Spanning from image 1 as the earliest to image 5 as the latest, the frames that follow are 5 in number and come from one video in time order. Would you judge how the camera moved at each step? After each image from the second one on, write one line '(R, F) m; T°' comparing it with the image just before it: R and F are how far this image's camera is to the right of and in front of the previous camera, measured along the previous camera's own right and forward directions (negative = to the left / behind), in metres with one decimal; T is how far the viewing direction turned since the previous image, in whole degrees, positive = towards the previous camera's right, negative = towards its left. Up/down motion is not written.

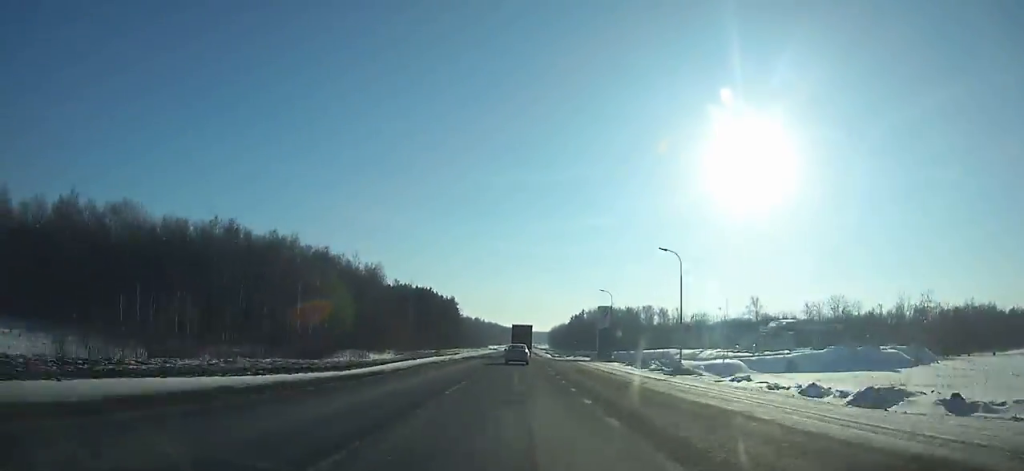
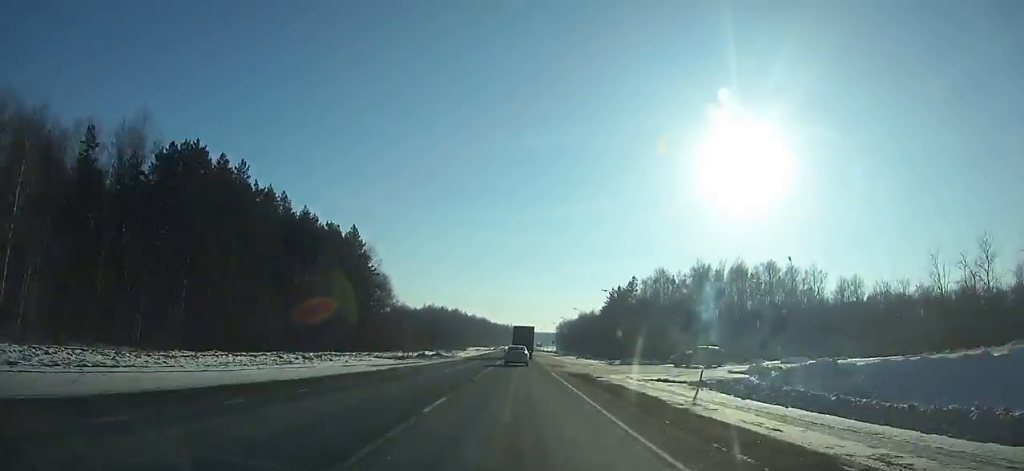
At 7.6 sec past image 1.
(+0.7, +158.2) m; +1°
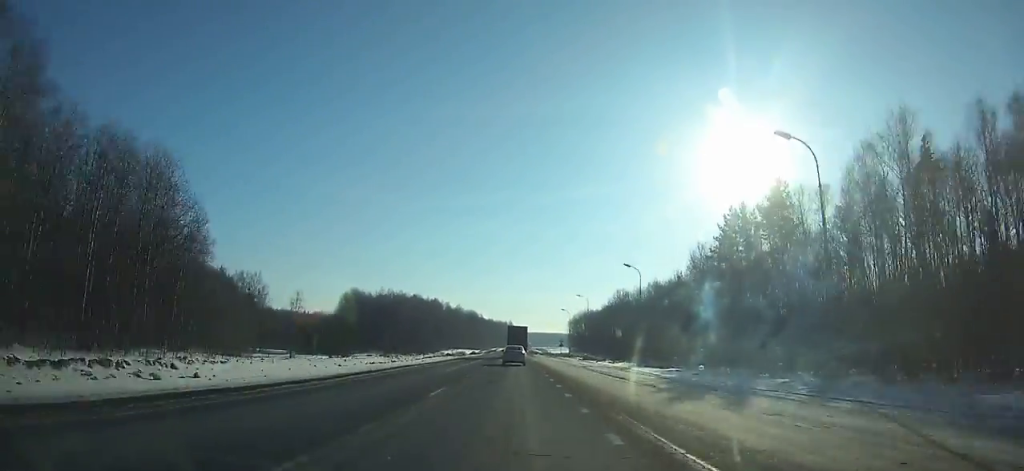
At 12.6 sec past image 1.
(-0.3, +103.6) m; 0°
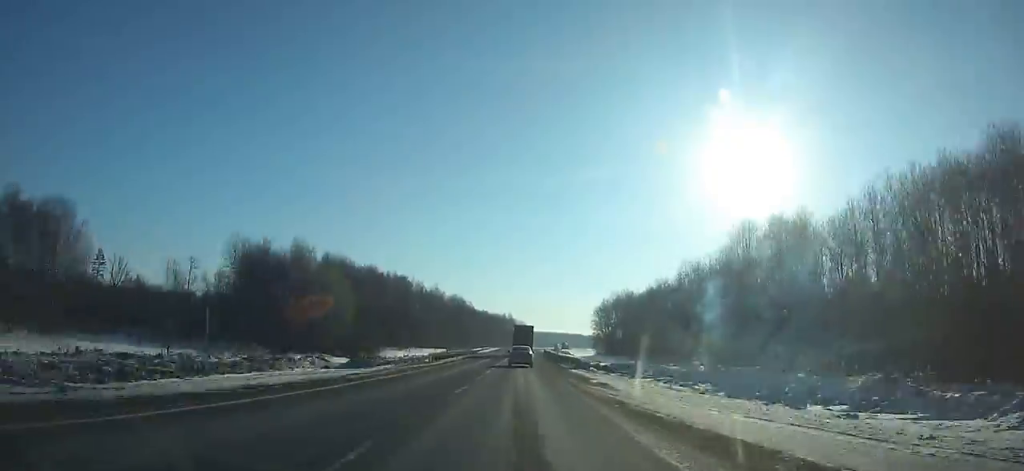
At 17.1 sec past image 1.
(-0.1, +93.6) m; 0°
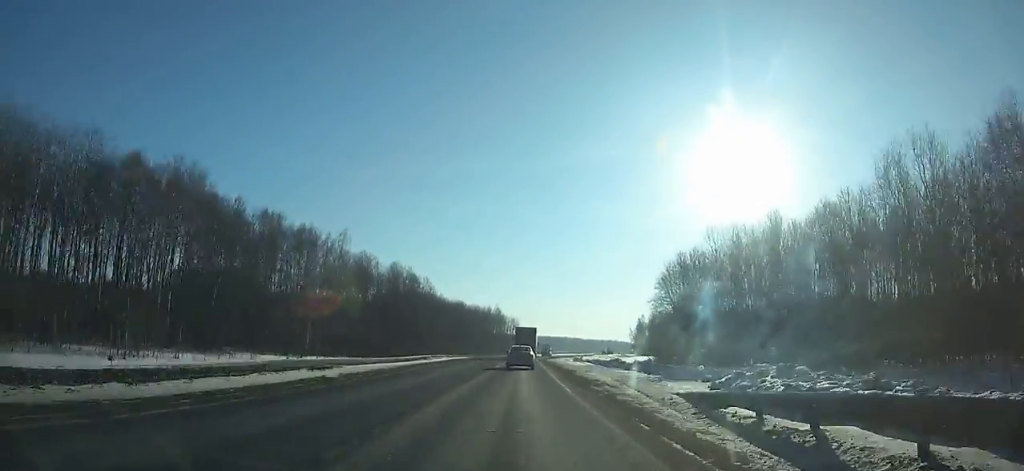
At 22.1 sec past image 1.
(+0.9, +103.4) m; +1°
